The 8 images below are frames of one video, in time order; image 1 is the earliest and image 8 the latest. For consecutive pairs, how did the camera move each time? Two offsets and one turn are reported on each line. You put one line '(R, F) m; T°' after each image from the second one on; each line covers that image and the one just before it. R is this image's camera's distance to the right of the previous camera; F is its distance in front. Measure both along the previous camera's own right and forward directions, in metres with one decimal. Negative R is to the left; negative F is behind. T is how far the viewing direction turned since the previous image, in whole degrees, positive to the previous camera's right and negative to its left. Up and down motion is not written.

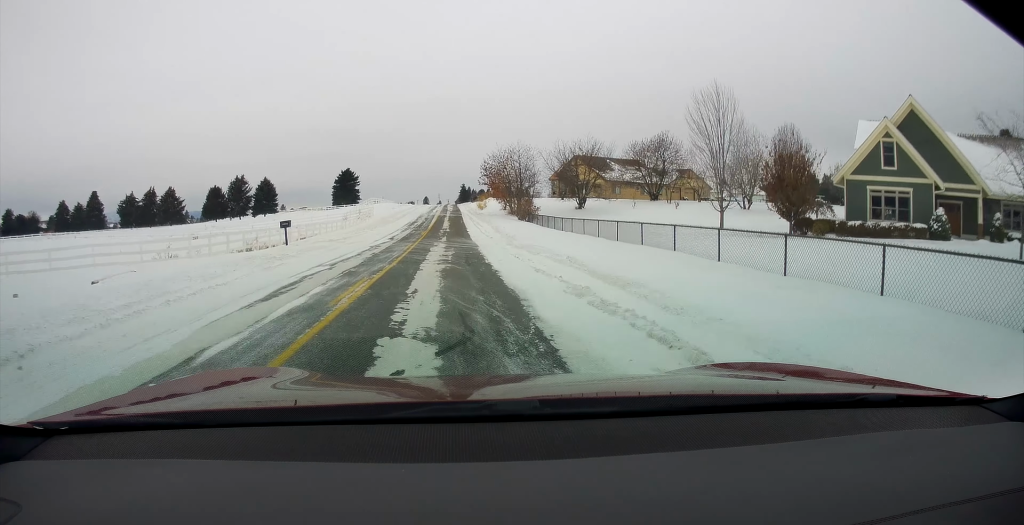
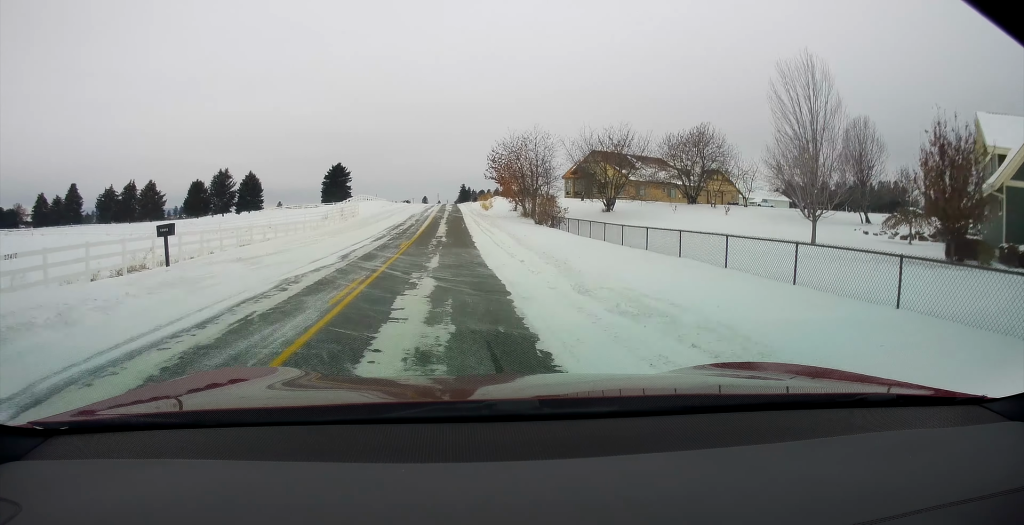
(0.0, +12.7) m; 0°
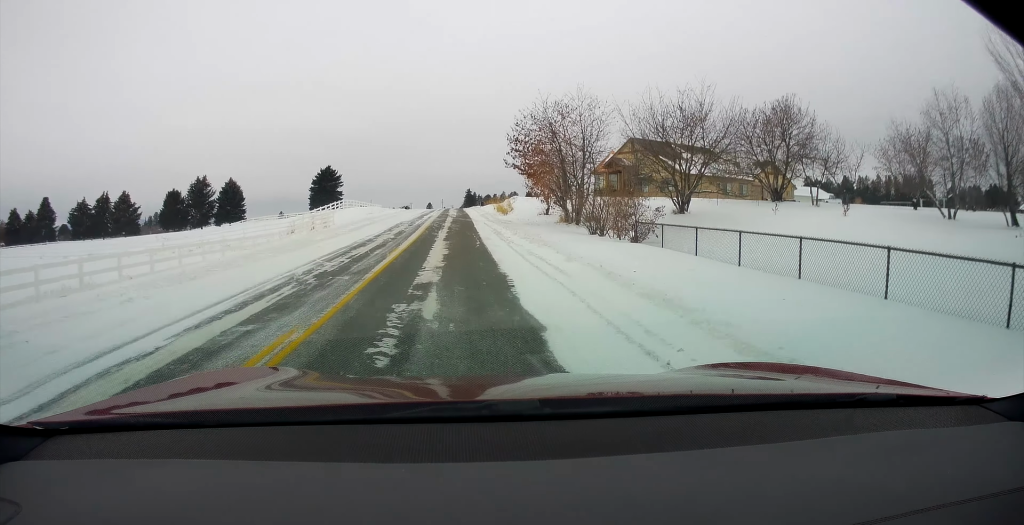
(0.0, +17.4) m; 0°
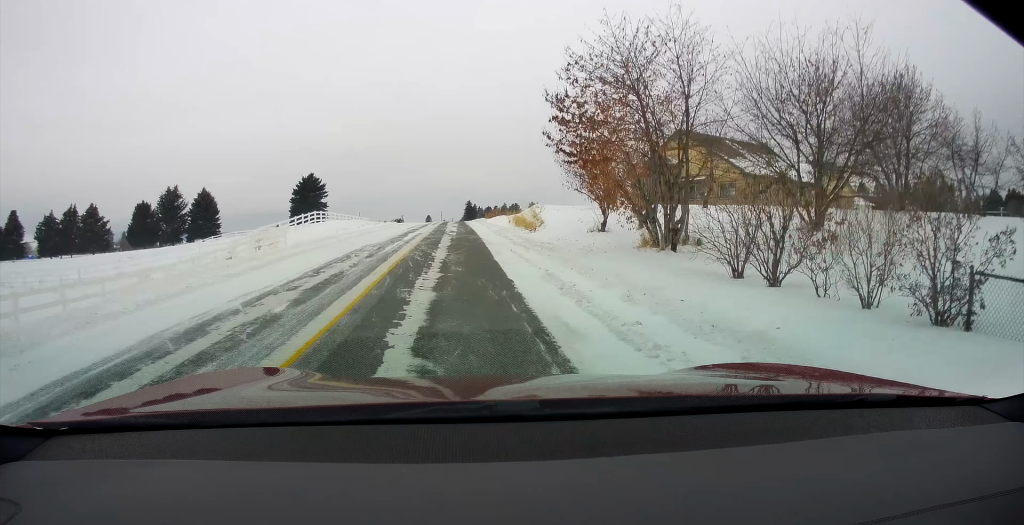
(-0.3, +16.1) m; -2°
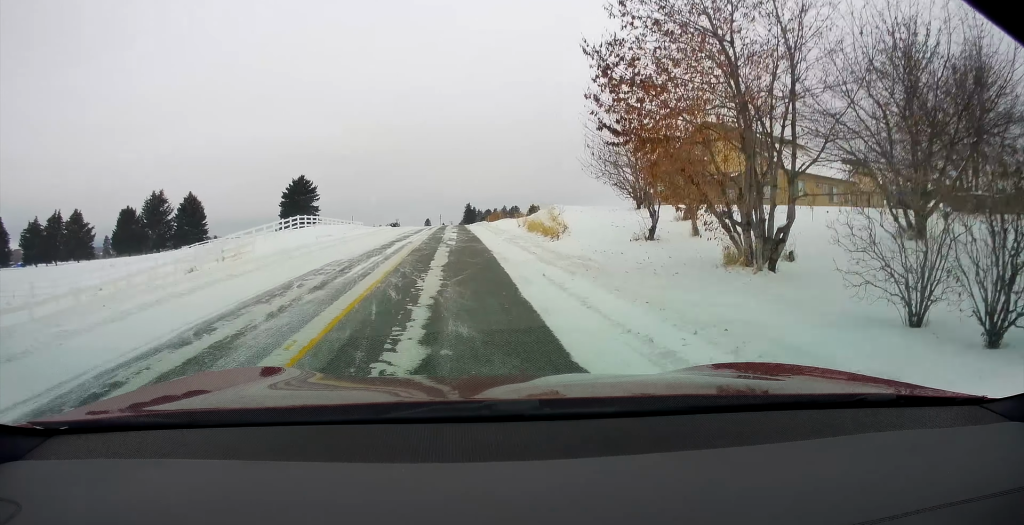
(-0.3, +6.7) m; 0°
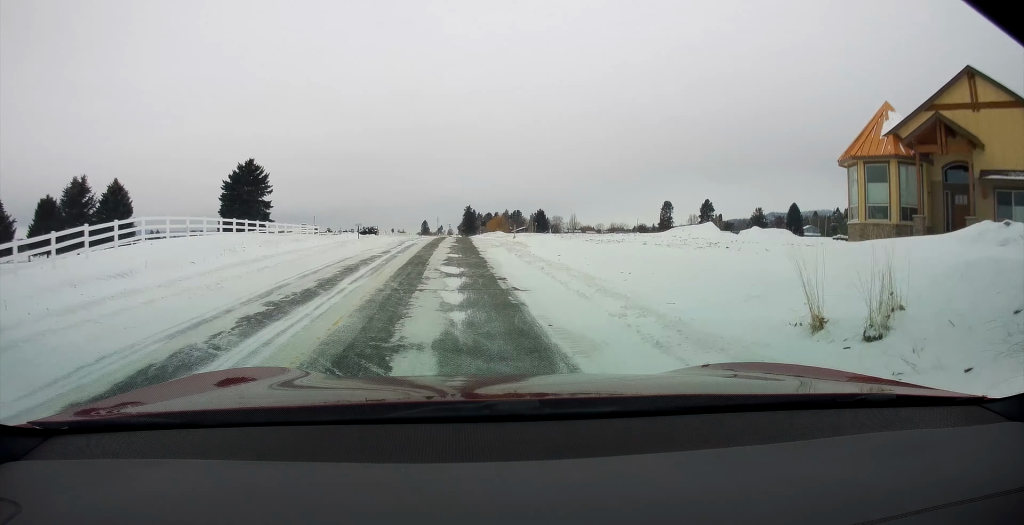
(+1.0, +29.3) m; +2°
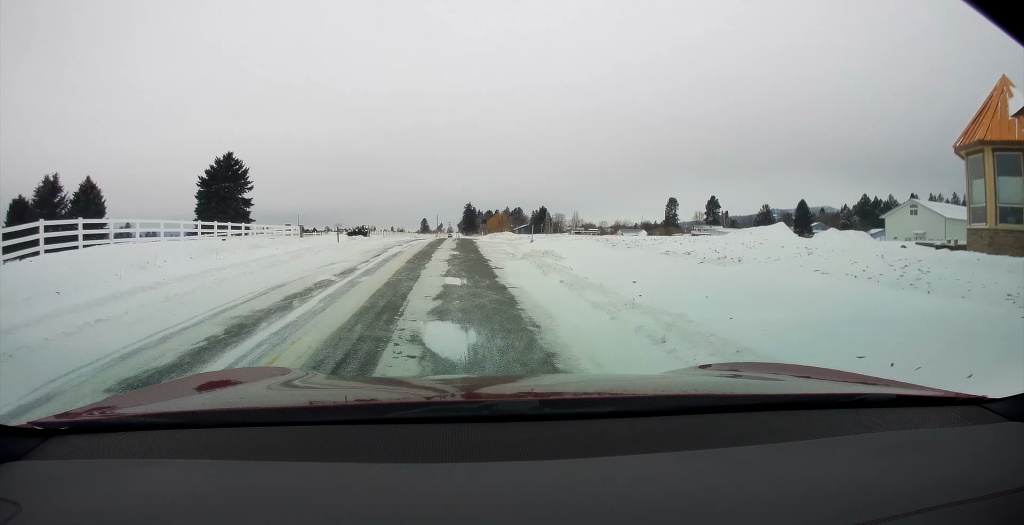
(0.0, +7.8) m; 0°
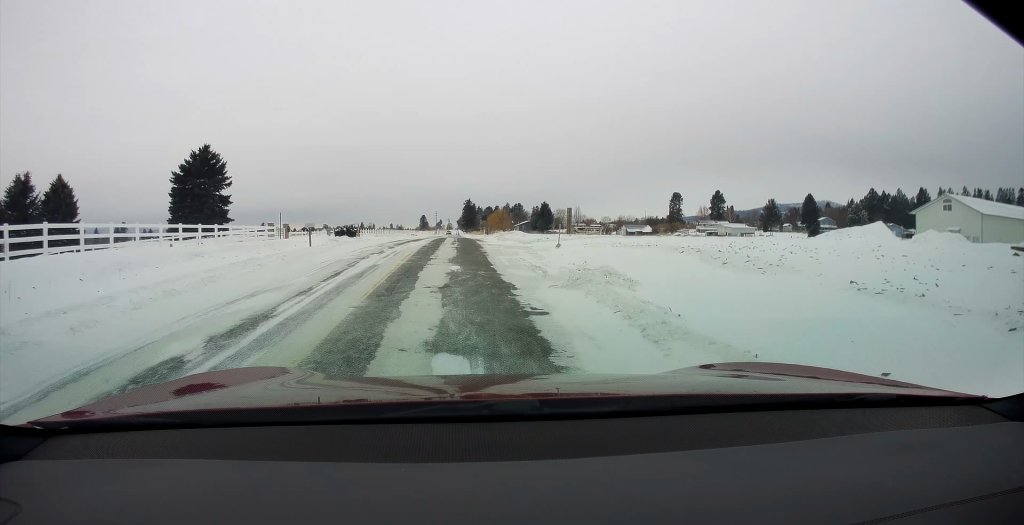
(0.0, +7.2) m; 0°
